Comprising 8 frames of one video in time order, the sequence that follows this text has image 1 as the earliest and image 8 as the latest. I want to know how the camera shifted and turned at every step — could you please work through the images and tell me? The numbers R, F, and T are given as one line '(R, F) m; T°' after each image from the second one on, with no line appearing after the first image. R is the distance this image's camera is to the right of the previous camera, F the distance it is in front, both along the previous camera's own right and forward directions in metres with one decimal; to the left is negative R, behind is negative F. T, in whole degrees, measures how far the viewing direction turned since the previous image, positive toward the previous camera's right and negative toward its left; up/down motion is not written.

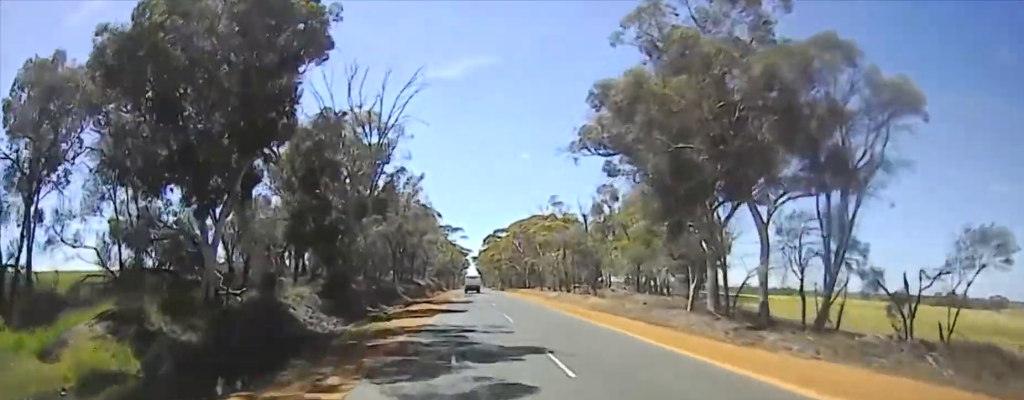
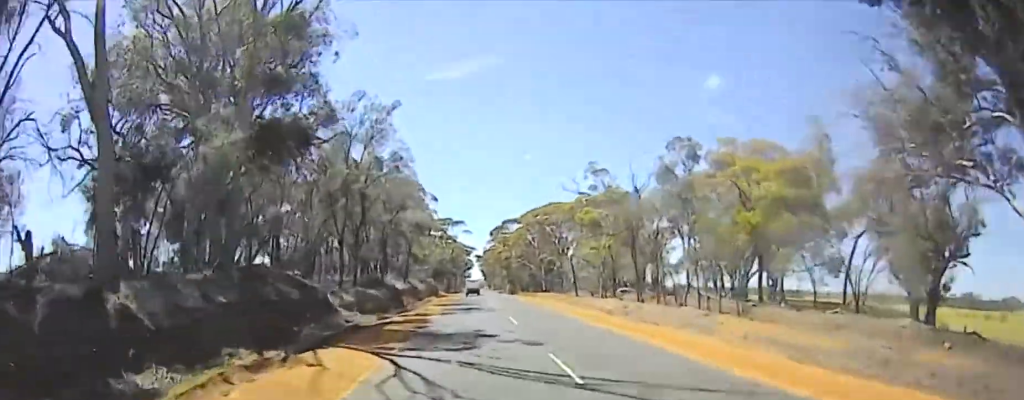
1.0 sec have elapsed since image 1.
(-0.4, +27.5) m; -1°
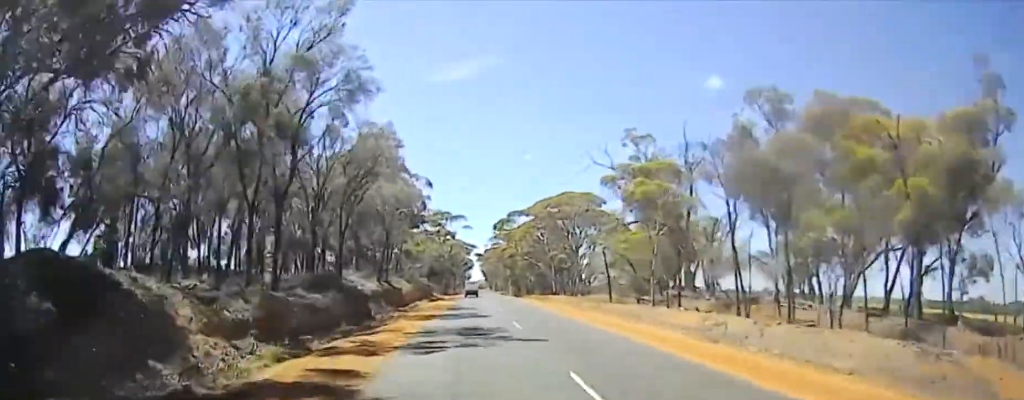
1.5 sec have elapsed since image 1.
(0.0, +15.9) m; 0°
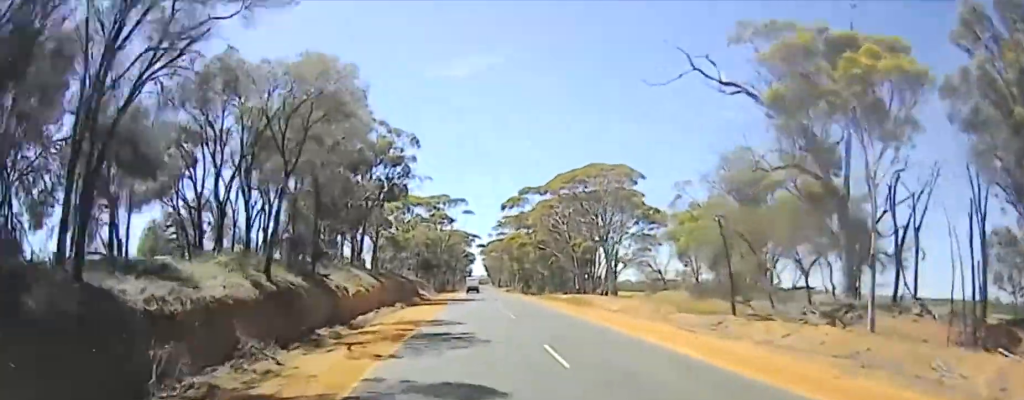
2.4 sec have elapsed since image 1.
(+0.2, +23.0) m; +1°
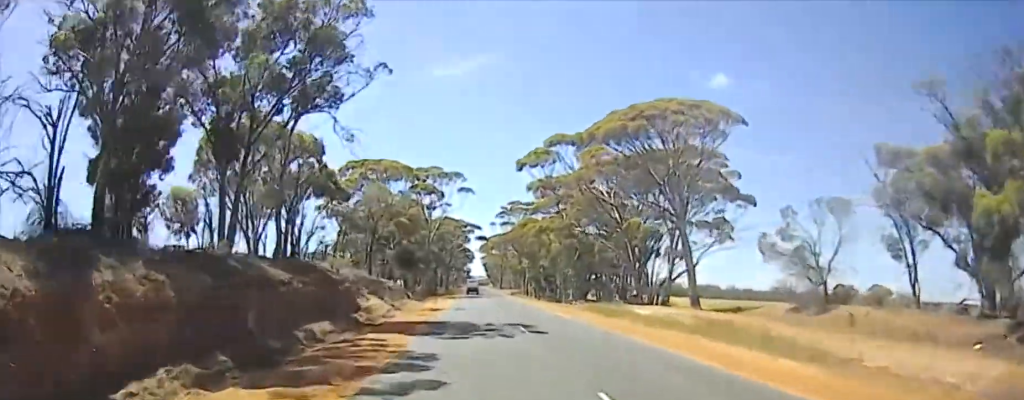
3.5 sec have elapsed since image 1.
(+0.3, +27.8) m; 0°
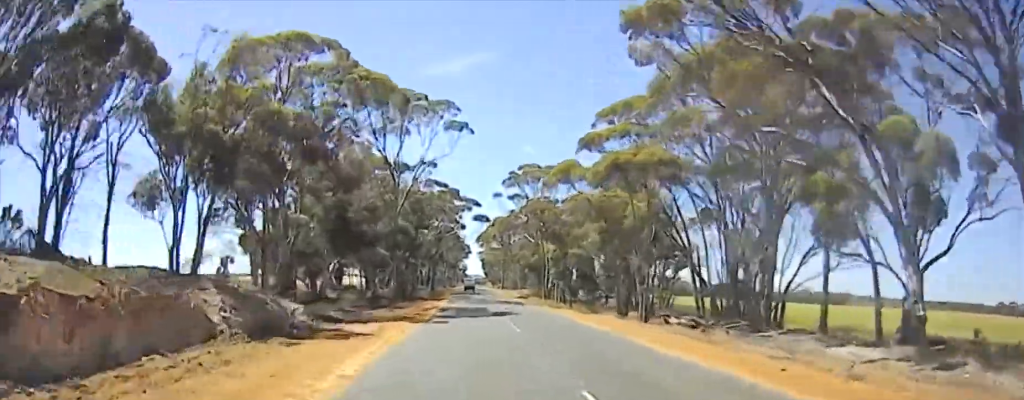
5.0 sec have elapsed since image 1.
(-0.5, +29.1) m; -3°
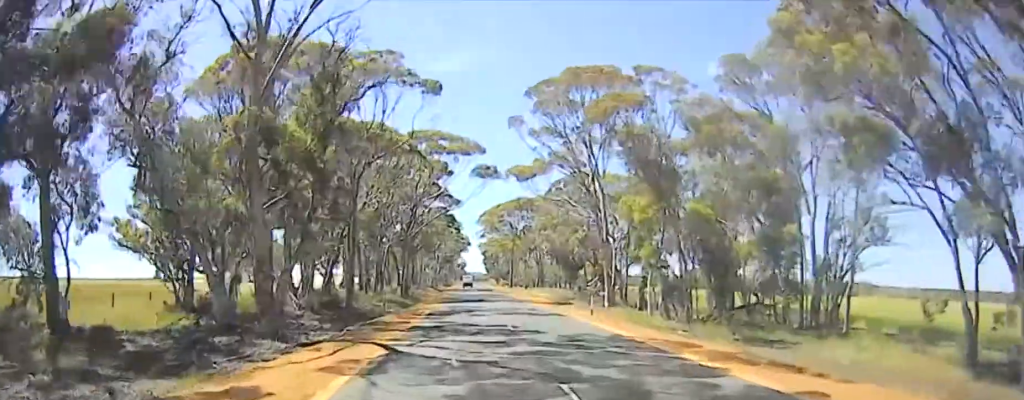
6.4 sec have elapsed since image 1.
(+0.3, +40.1) m; +2°
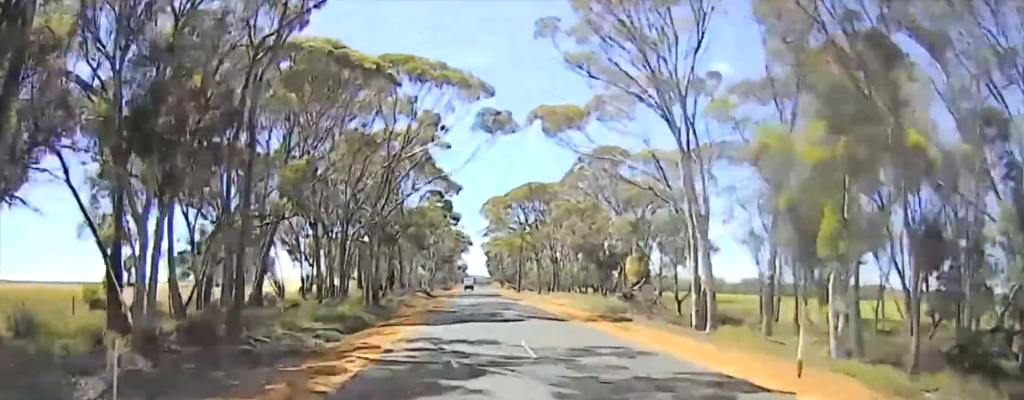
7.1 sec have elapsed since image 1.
(+0.3, +17.6) m; +1°
